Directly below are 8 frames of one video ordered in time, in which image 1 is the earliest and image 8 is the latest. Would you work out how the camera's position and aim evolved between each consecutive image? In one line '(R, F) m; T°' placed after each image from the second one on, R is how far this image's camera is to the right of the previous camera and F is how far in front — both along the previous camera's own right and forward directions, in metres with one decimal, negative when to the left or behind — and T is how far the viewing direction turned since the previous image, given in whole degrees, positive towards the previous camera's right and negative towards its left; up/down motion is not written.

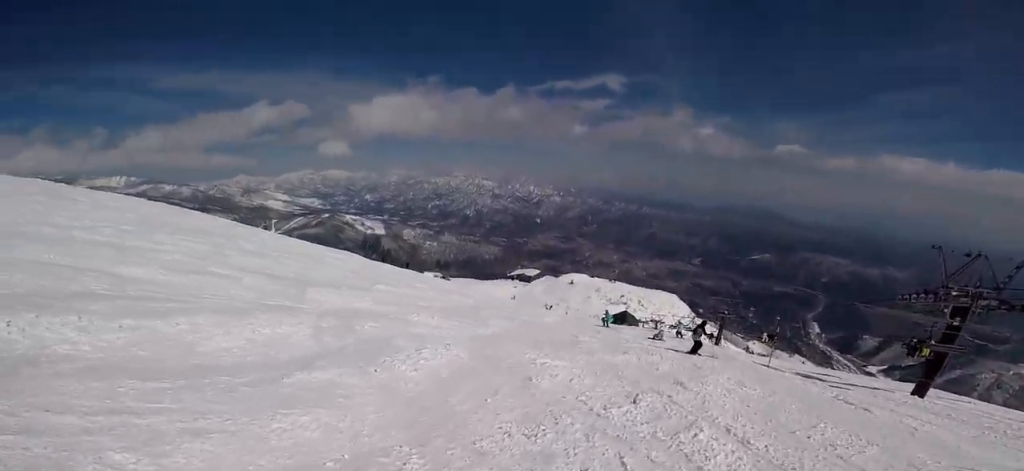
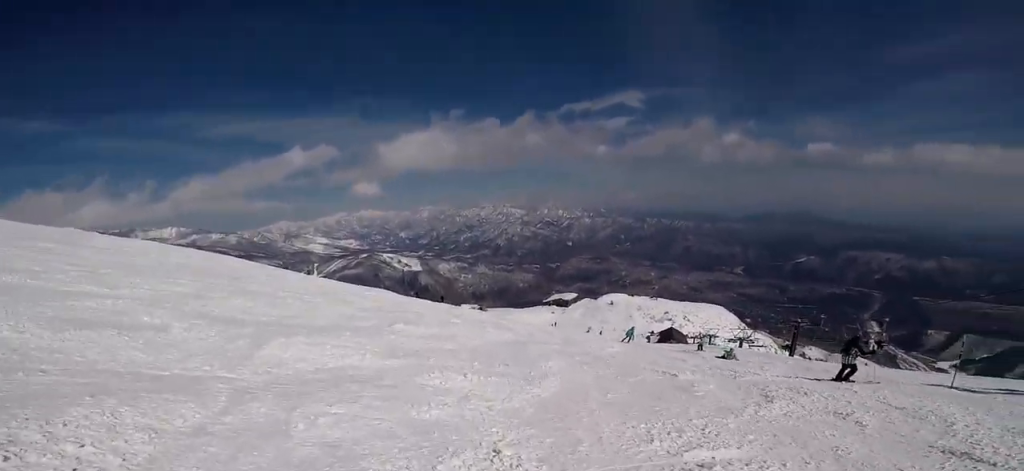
(-1.0, +3.2) m; -25°
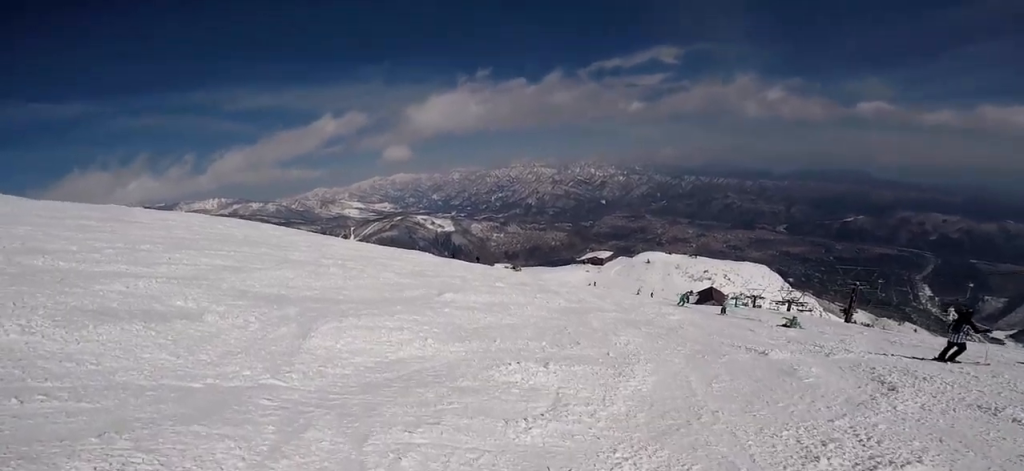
(-0.2, +1.7) m; +1°
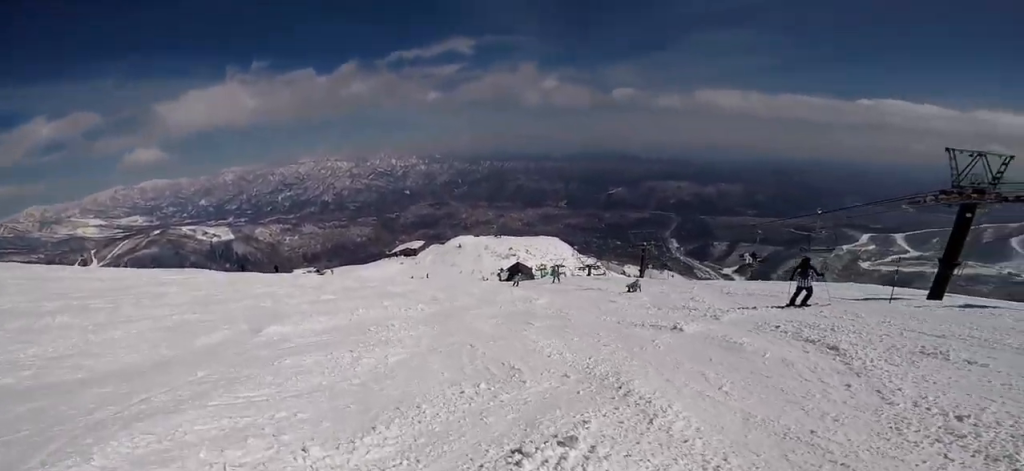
(+1.1, +2.8) m; +56°
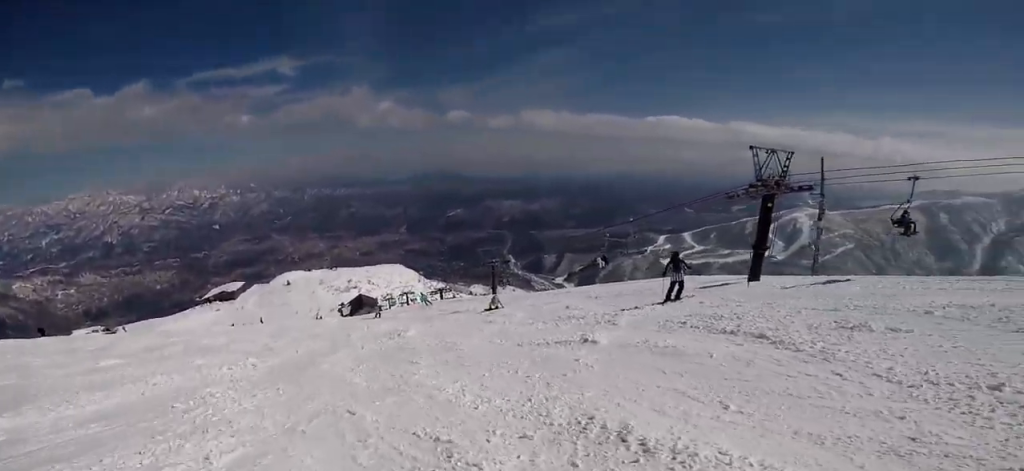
(+0.9, +1.5) m; +22°
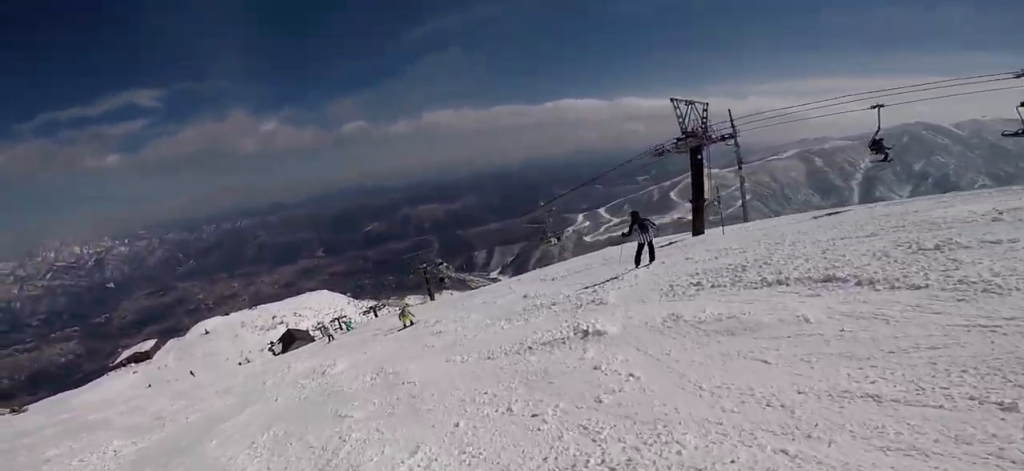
(-0.6, +2.0) m; +13°
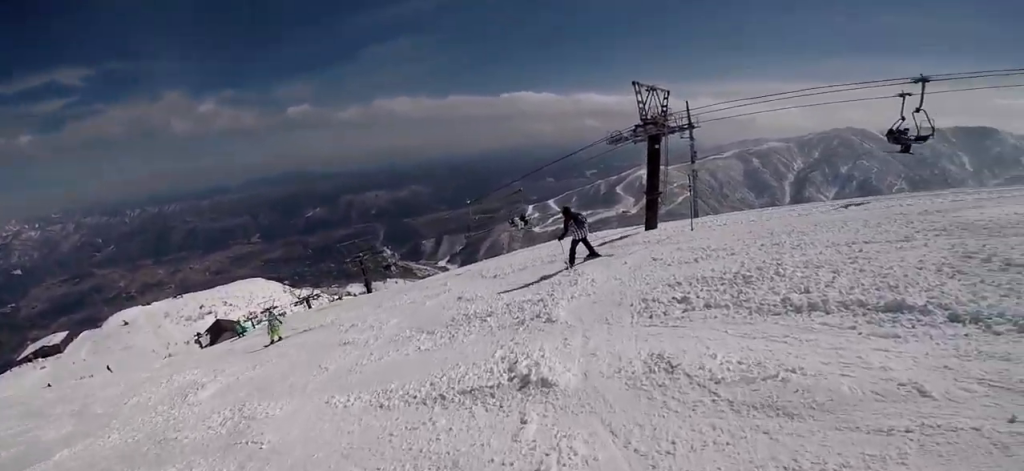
(+0.9, +1.9) m; +10°
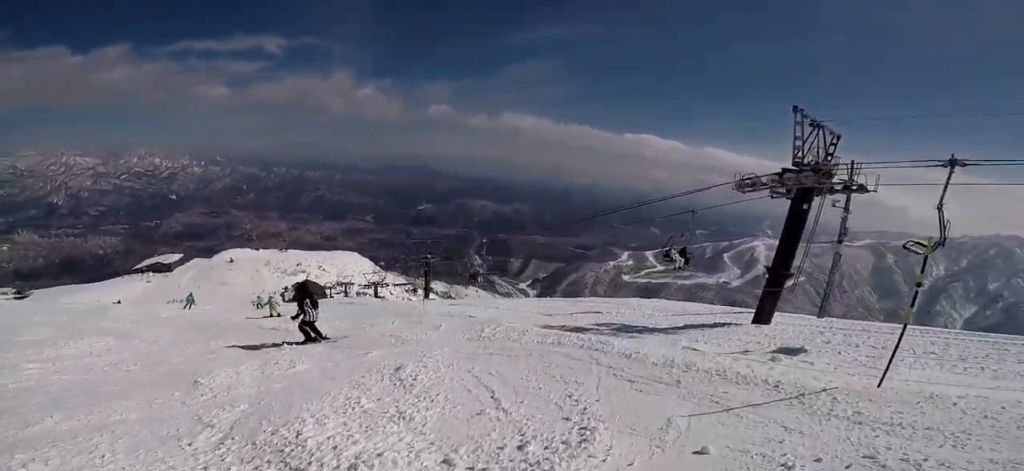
(-1.5, +5.9) m; -40°
